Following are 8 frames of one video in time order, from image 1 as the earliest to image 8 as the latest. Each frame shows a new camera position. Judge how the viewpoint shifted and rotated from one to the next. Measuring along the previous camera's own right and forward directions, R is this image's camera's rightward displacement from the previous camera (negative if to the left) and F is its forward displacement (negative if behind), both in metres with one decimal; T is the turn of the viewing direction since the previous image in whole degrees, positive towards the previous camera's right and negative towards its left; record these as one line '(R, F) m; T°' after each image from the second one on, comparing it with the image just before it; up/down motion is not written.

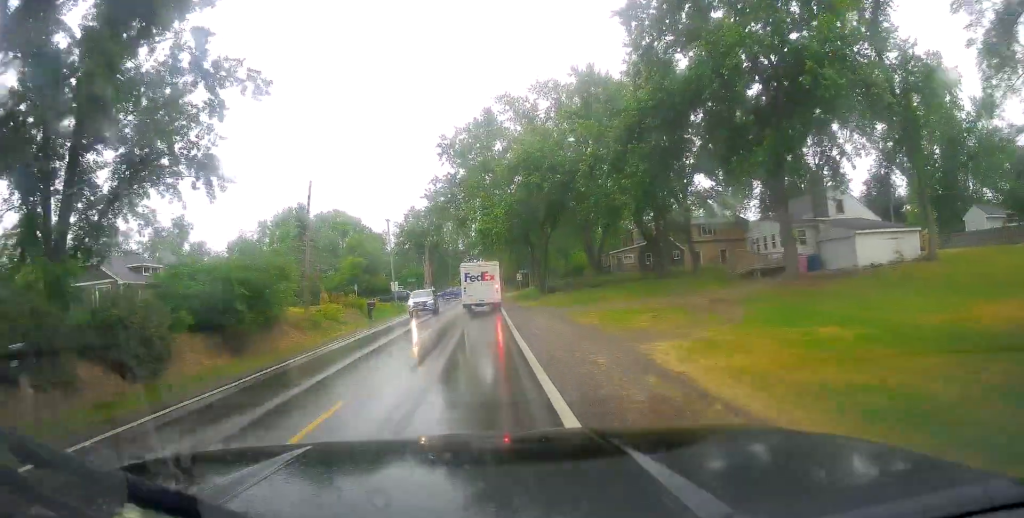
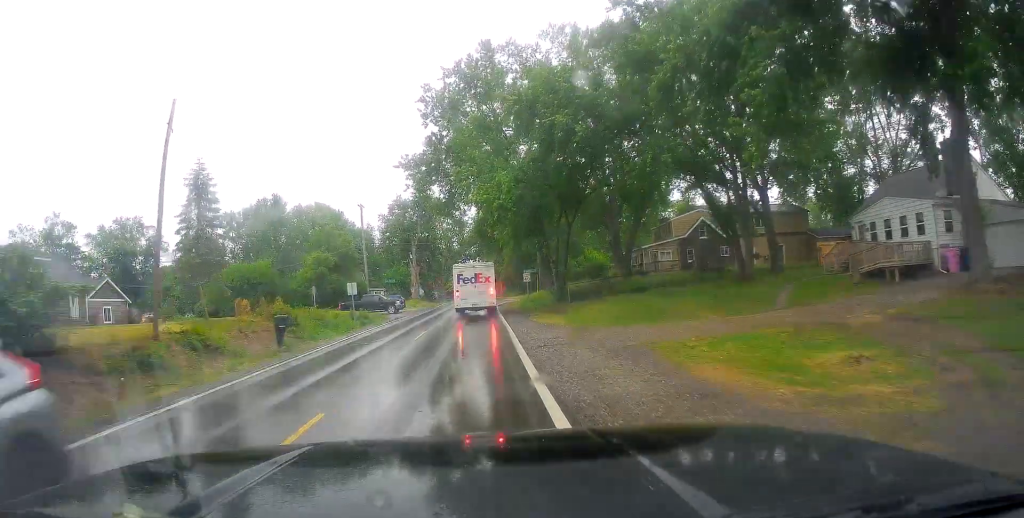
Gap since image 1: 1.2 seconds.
(-0.7, +16.0) m; -1°
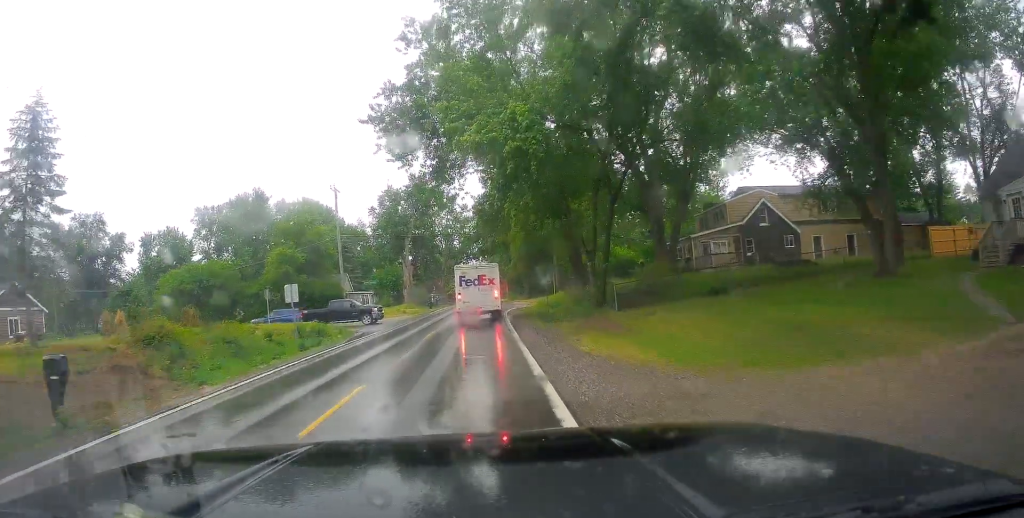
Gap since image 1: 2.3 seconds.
(+0.3, +12.4) m; +3°
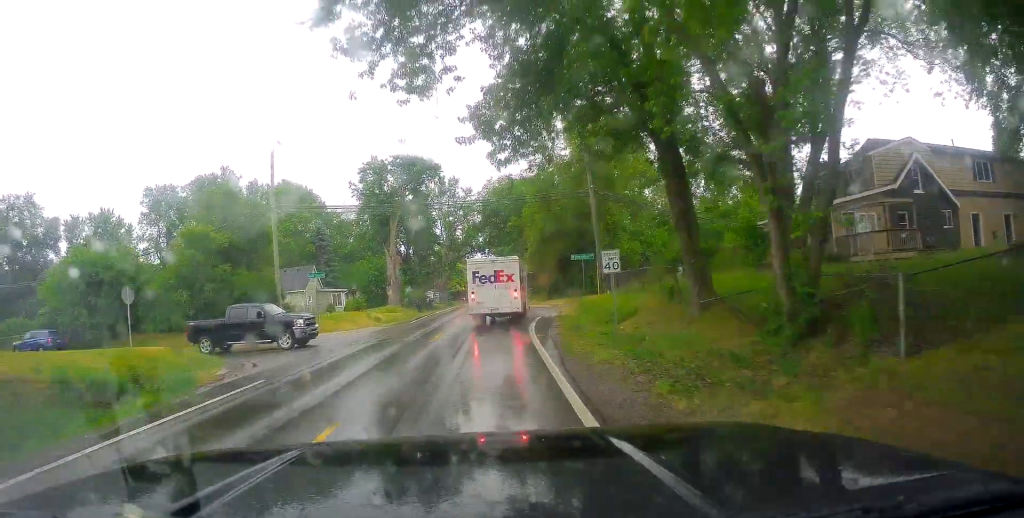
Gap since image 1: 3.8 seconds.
(+0.3, +18.5) m; +1°
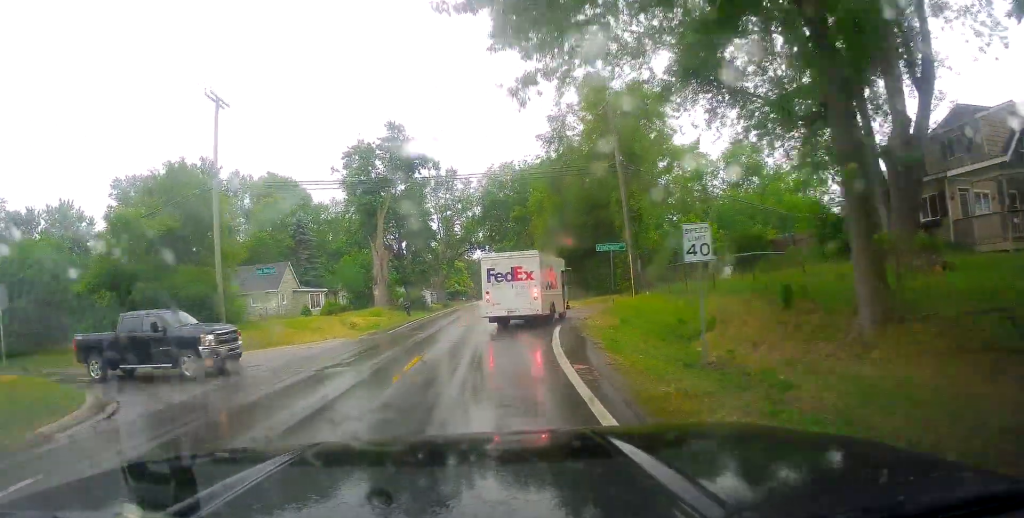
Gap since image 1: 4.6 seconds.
(+0.2, +8.3) m; +1°
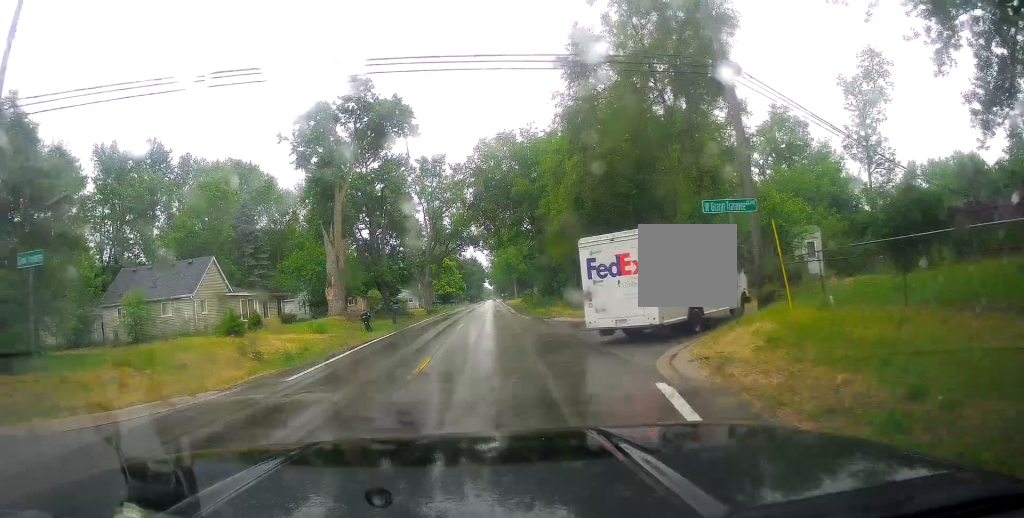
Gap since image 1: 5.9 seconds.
(+0.2, +14.8) m; -3°
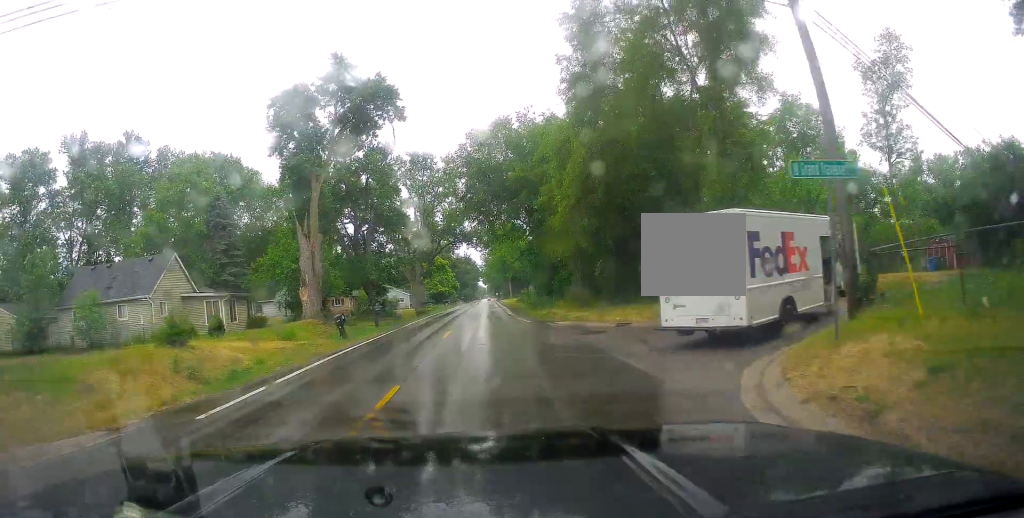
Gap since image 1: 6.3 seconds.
(-0.2, +4.5) m; 0°
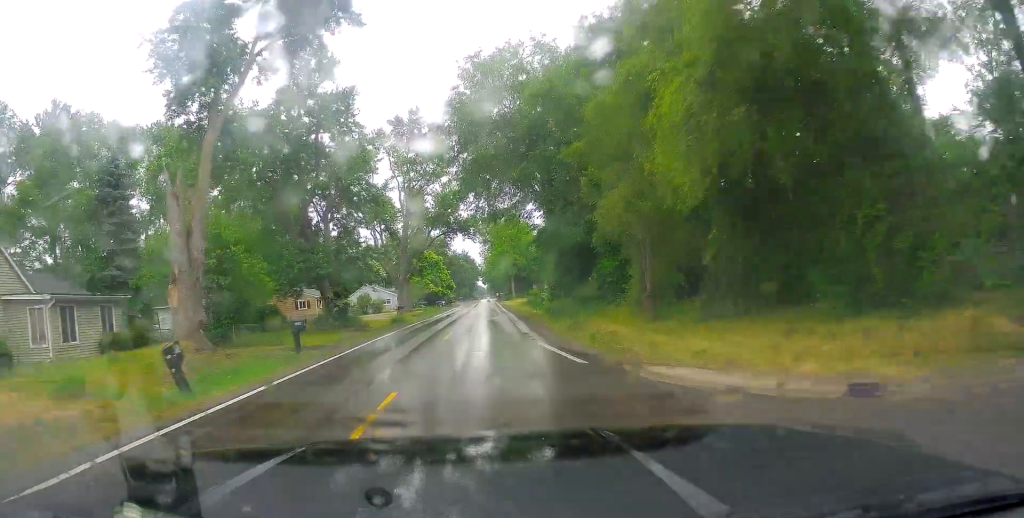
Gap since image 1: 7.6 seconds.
(0.0, +14.7) m; +2°
